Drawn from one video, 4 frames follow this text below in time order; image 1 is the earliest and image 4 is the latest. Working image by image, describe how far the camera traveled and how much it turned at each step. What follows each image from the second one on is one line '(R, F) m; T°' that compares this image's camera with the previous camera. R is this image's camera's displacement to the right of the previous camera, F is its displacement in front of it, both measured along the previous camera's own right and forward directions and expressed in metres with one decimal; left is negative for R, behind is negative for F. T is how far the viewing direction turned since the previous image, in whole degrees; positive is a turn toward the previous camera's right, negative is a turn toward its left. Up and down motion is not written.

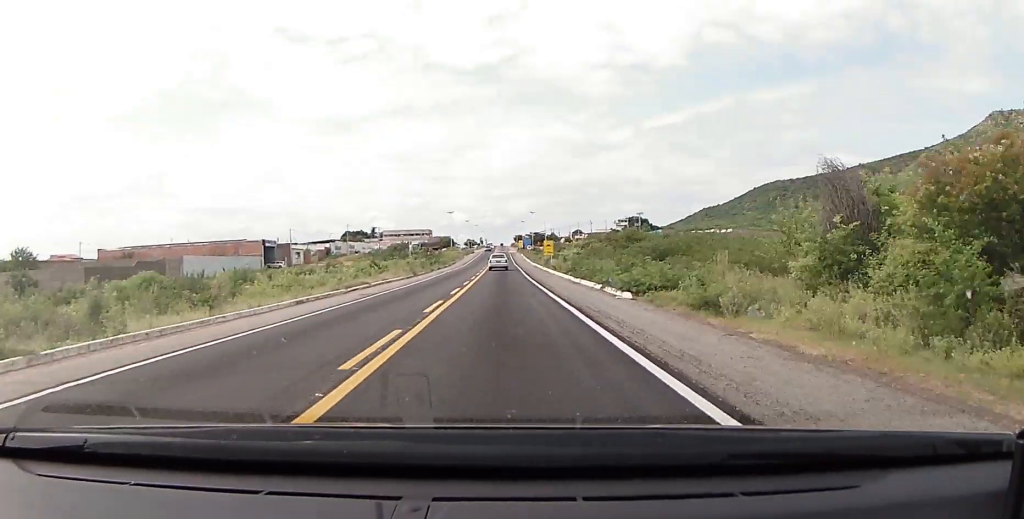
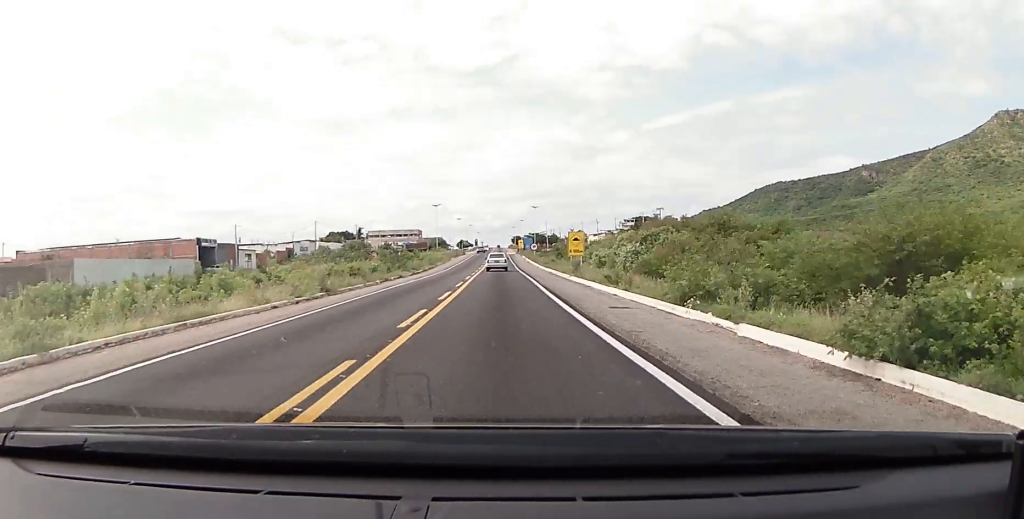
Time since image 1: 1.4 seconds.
(-0.3, +27.7) m; 0°
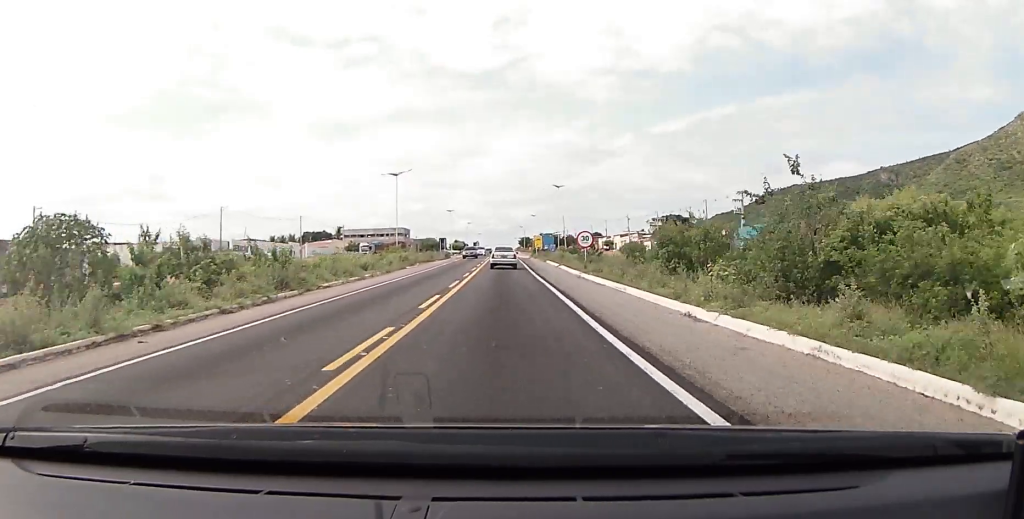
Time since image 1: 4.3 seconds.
(0.0, +54.0) m; -1°
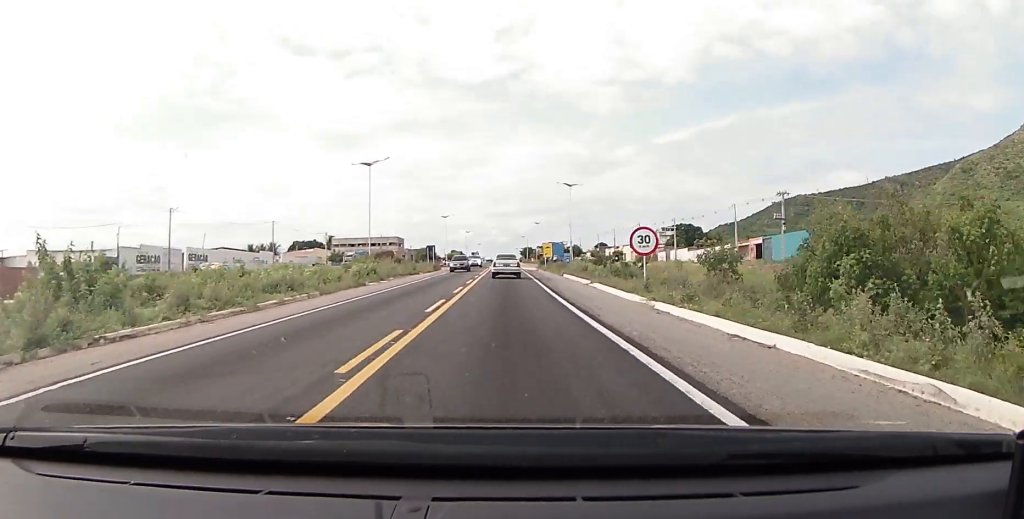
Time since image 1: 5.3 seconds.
(-0.1, +16.4) m; +2°
